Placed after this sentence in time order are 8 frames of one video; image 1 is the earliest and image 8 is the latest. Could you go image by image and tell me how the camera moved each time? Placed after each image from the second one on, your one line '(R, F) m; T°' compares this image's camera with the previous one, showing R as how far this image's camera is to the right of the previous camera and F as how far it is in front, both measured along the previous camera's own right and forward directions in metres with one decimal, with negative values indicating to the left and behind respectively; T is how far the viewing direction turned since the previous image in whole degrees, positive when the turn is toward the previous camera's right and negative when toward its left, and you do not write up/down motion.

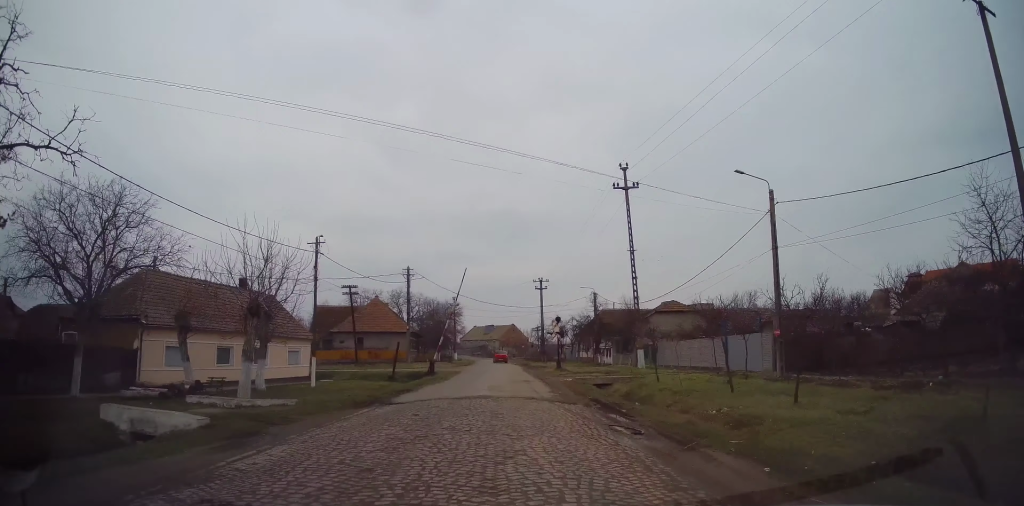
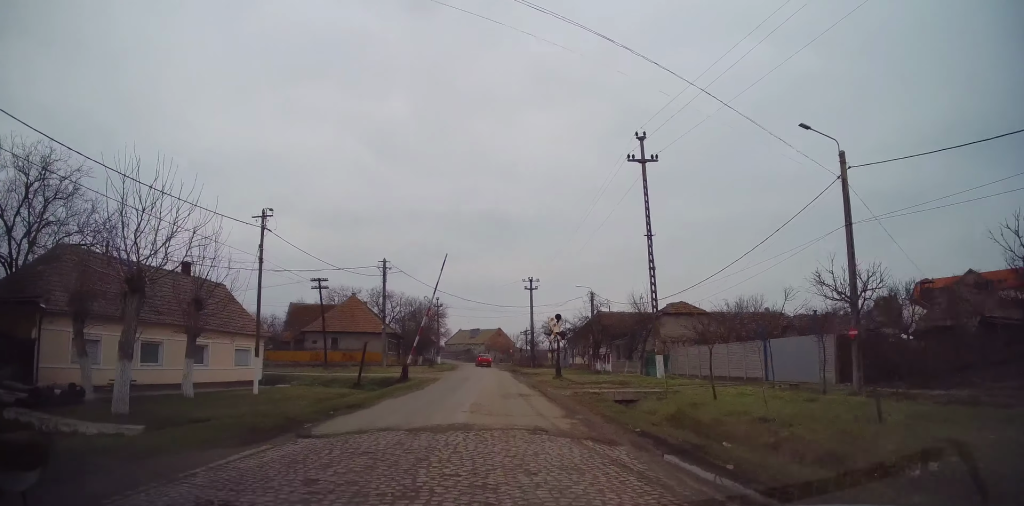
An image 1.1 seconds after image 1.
(0.0, +6.5) m; +4°
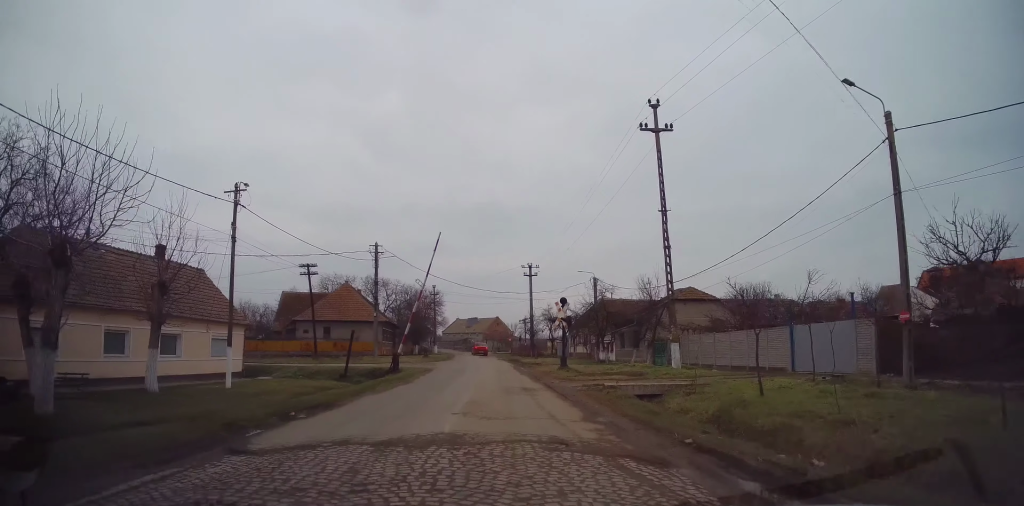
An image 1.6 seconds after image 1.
(0.0, +2.9) m; +3°
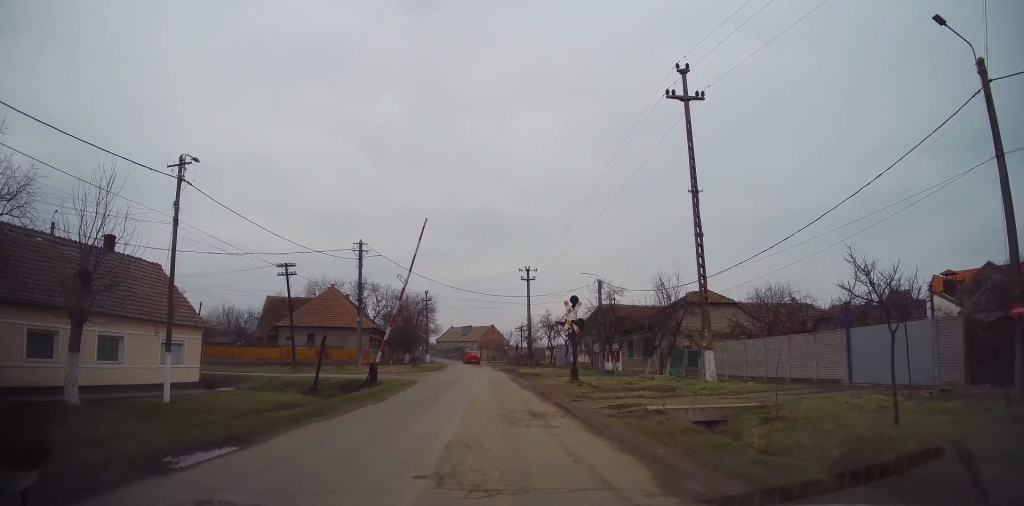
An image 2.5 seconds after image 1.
(+0.3, +4.7) m; -1°
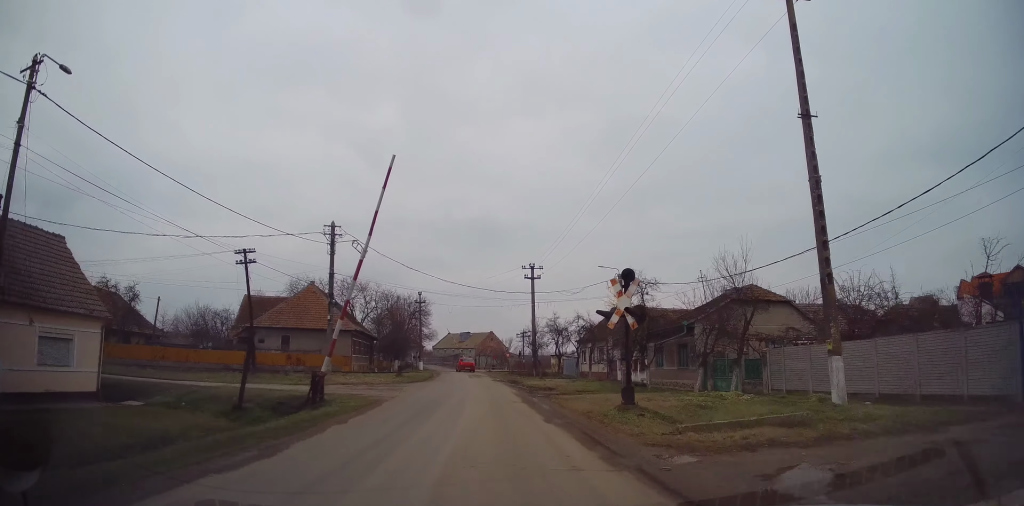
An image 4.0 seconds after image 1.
(-0.7, +8.1) m; -4°
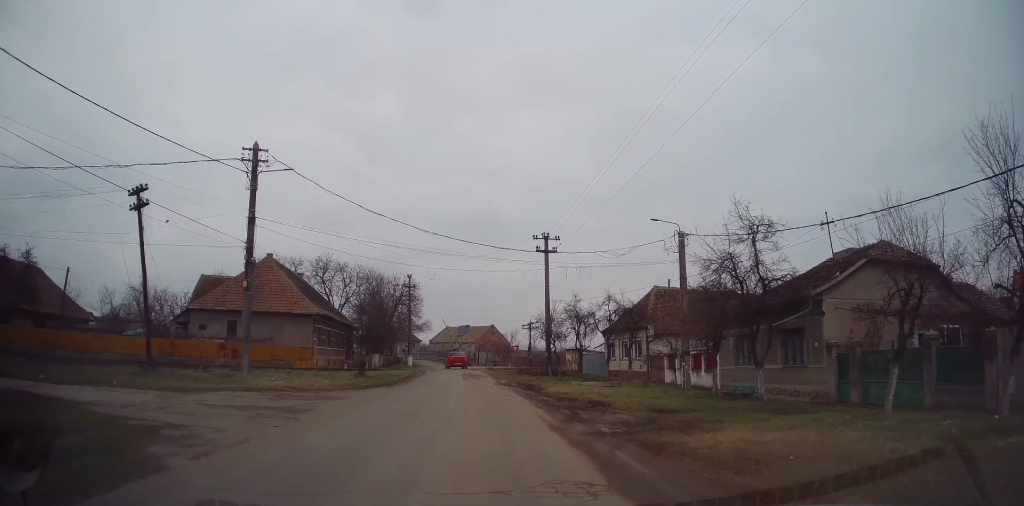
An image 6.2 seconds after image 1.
(+0.4, +12.3) m; +3°
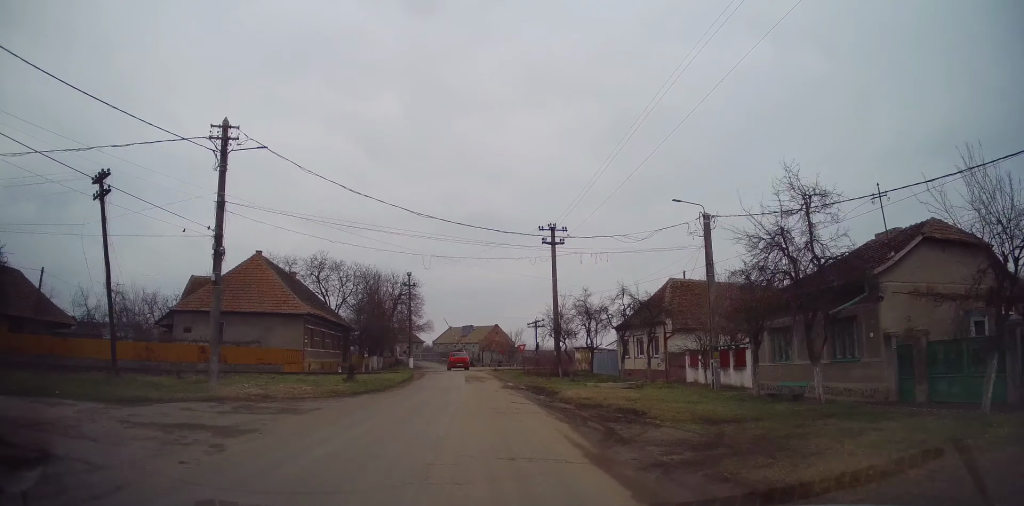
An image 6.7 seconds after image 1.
(0.0, +3.3) m; 0°
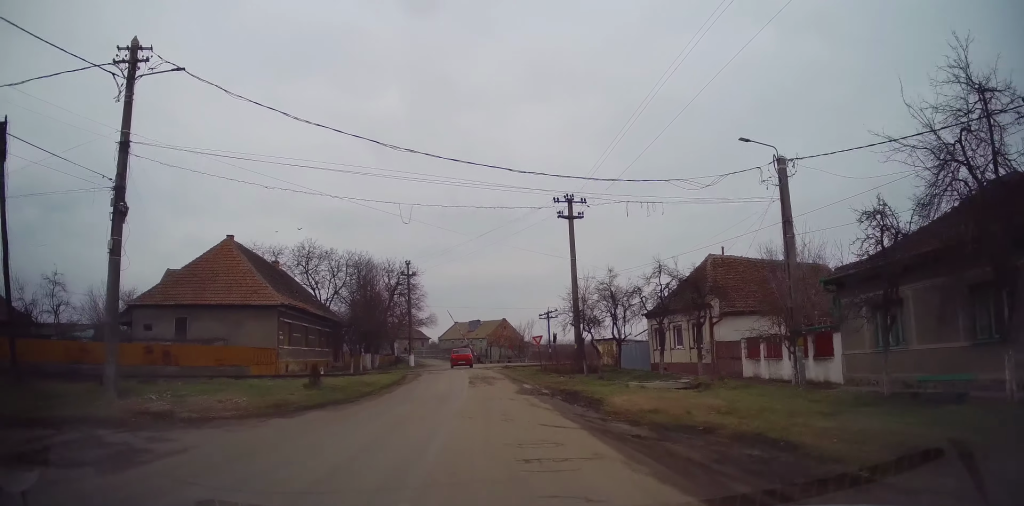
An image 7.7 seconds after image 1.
(+0.1, +6.6) m; -1°
